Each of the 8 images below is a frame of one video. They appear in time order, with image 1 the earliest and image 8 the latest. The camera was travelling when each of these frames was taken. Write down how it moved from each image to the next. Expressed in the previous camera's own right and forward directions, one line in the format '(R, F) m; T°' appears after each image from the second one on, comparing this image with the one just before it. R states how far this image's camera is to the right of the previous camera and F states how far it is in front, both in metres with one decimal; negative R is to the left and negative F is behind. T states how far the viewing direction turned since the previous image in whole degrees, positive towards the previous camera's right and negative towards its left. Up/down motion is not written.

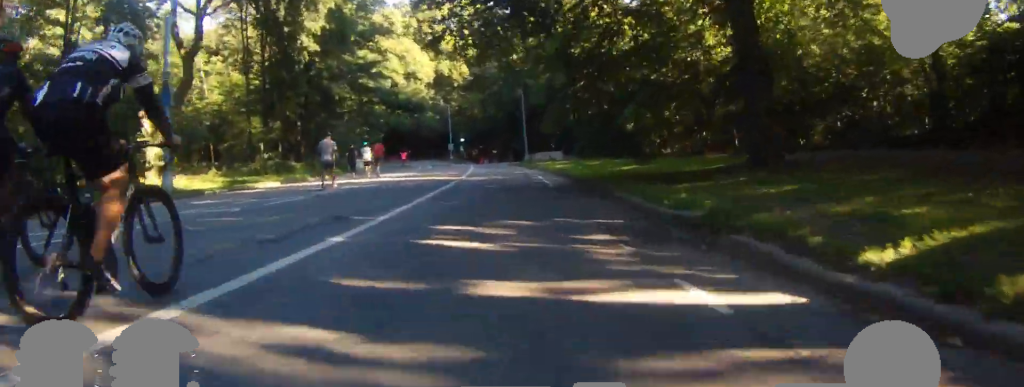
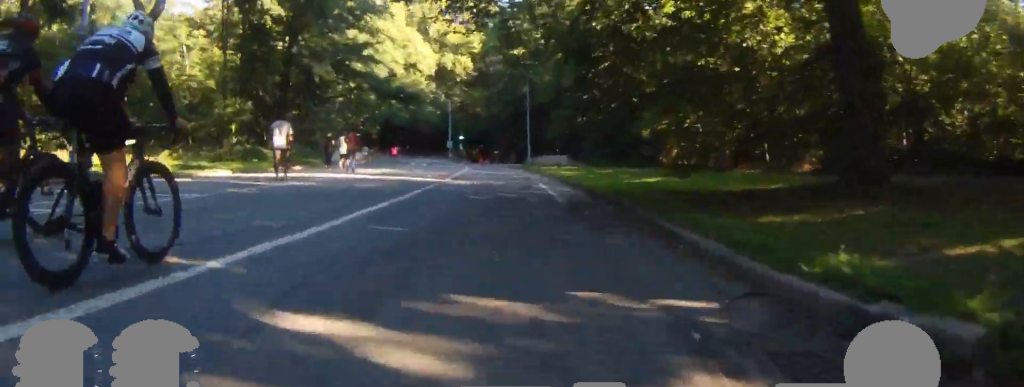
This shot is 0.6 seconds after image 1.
(0.0, +4.7) m; 0°
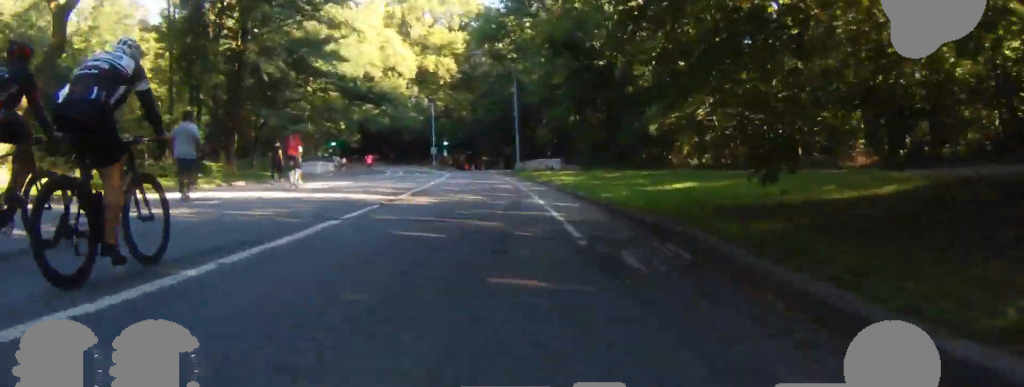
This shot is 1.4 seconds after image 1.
(0.0, +5.4) m; 0°
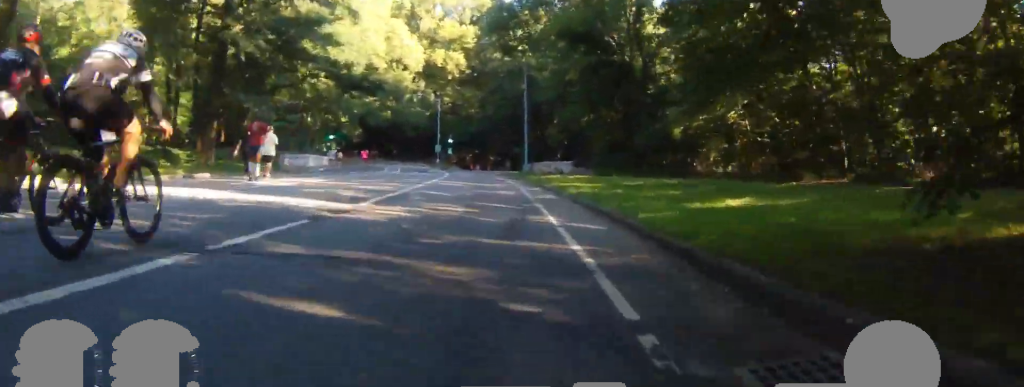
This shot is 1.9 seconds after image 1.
(0.0, +3.7) m; 0°
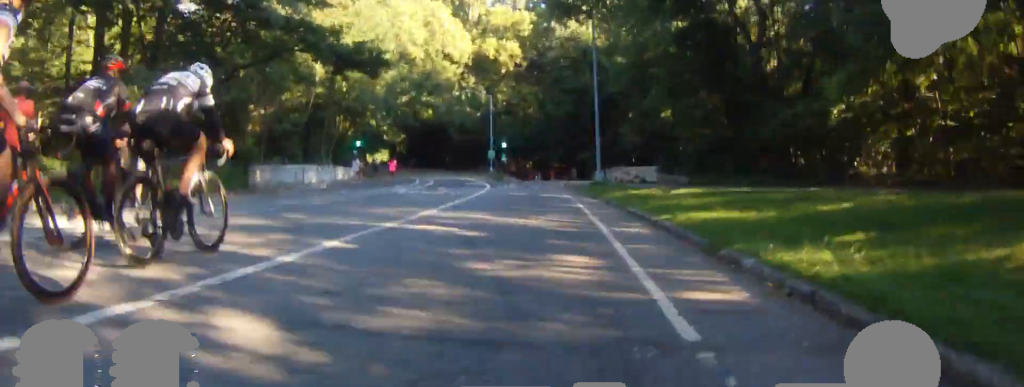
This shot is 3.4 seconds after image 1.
(+0.2, +11.3) m; +1°
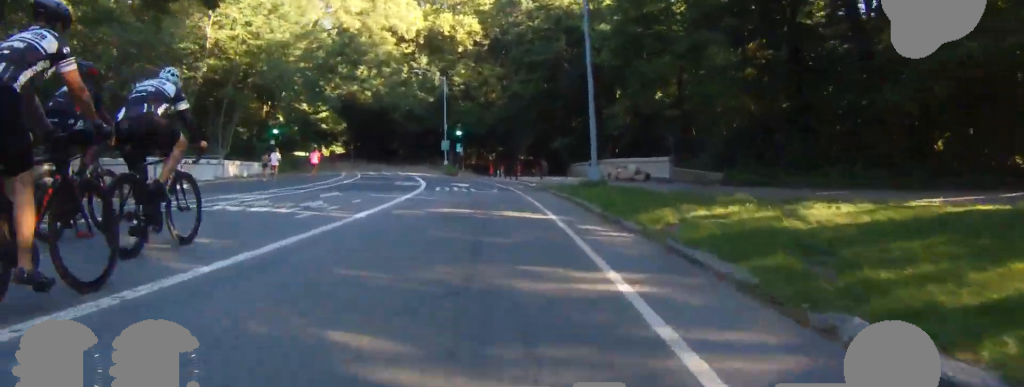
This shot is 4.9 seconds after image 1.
(-0.4, +11.3) m; -3°
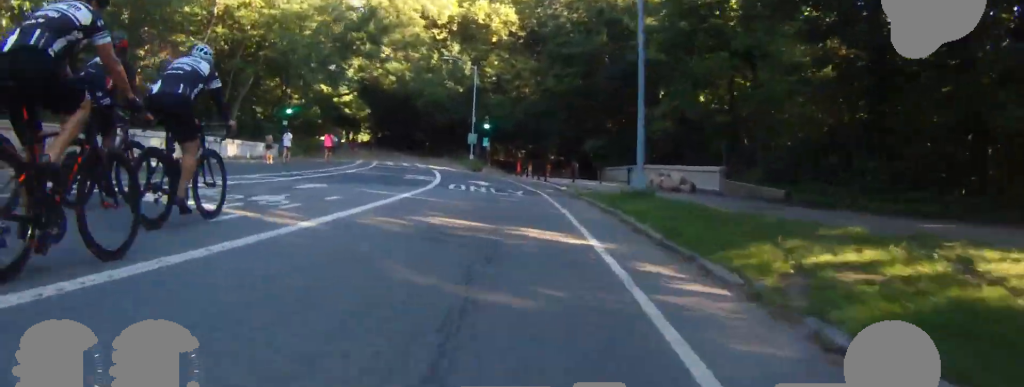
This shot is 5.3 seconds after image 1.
(-0.1, +3.4) m; 0°
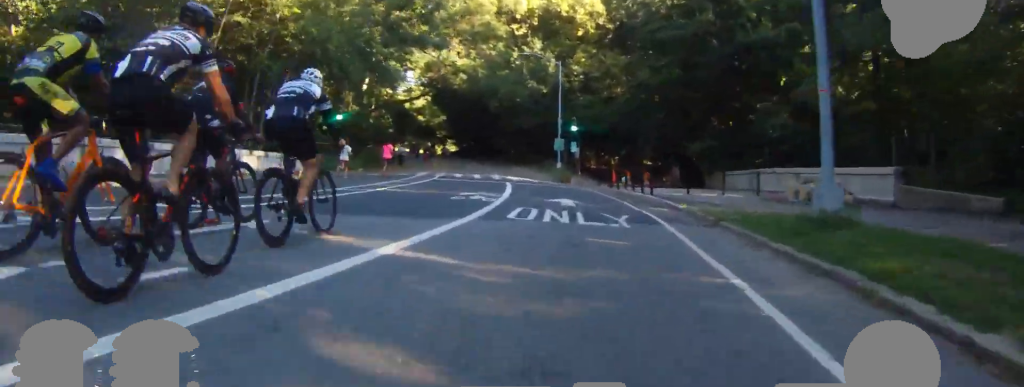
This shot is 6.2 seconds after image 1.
(+0.3, +6.4) m; +2°
